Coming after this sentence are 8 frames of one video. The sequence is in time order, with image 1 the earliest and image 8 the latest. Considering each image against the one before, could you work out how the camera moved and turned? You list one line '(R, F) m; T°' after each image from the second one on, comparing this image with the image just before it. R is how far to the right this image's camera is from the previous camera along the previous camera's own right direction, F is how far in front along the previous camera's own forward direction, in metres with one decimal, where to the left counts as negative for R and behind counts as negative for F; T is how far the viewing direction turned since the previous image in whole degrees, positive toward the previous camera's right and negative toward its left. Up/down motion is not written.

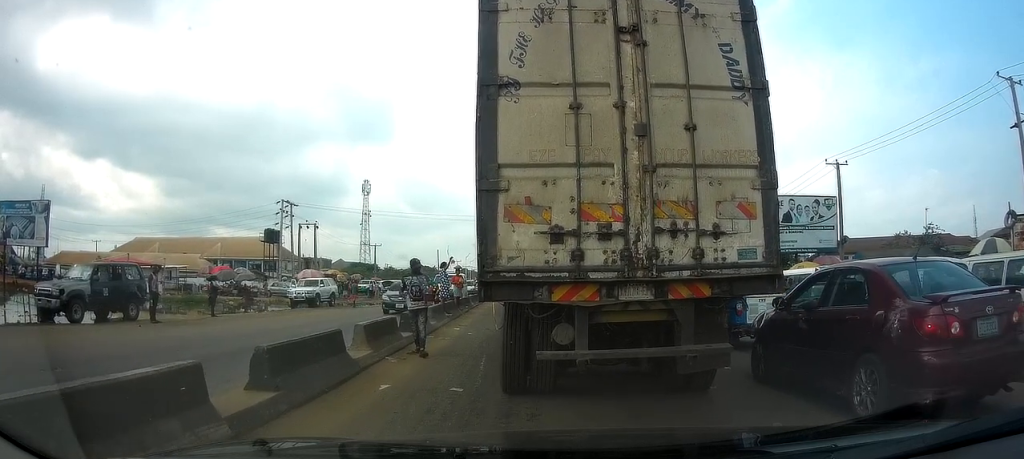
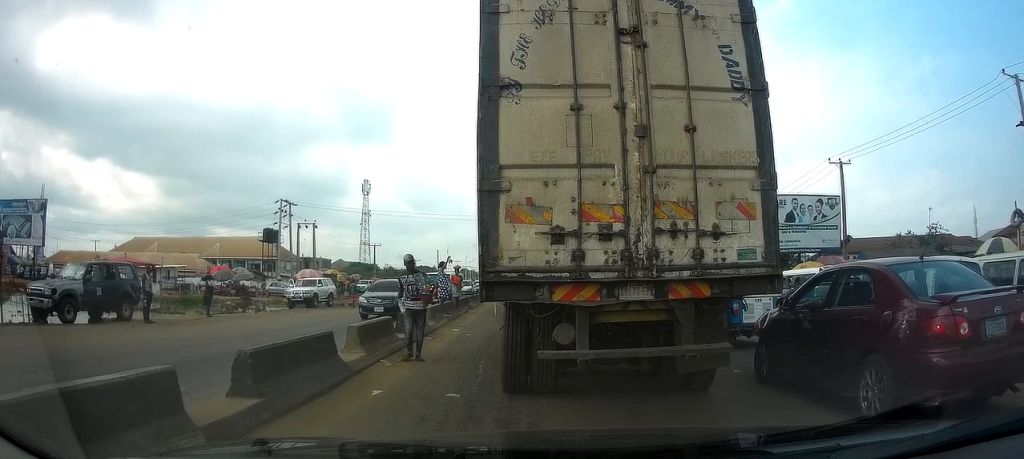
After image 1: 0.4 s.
(0.0, +0.4) m; 0°
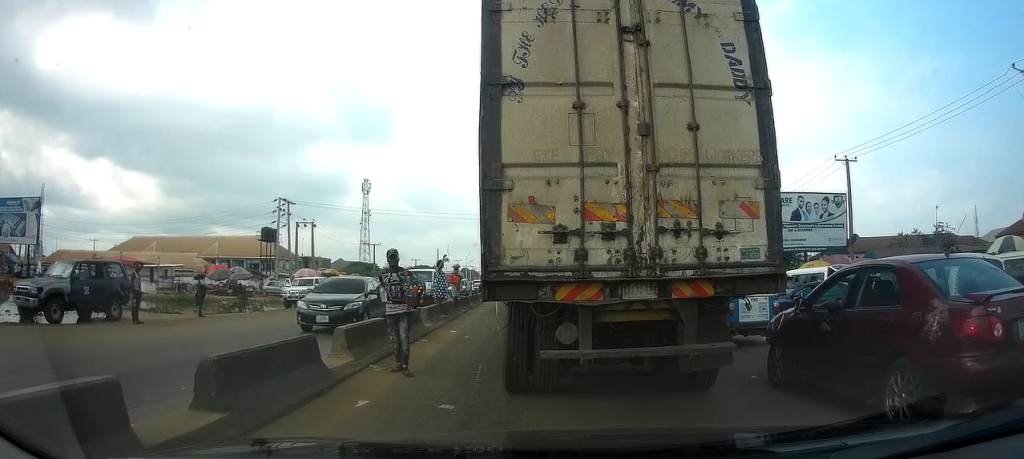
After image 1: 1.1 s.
(+0.1, +0.6) m; 0°
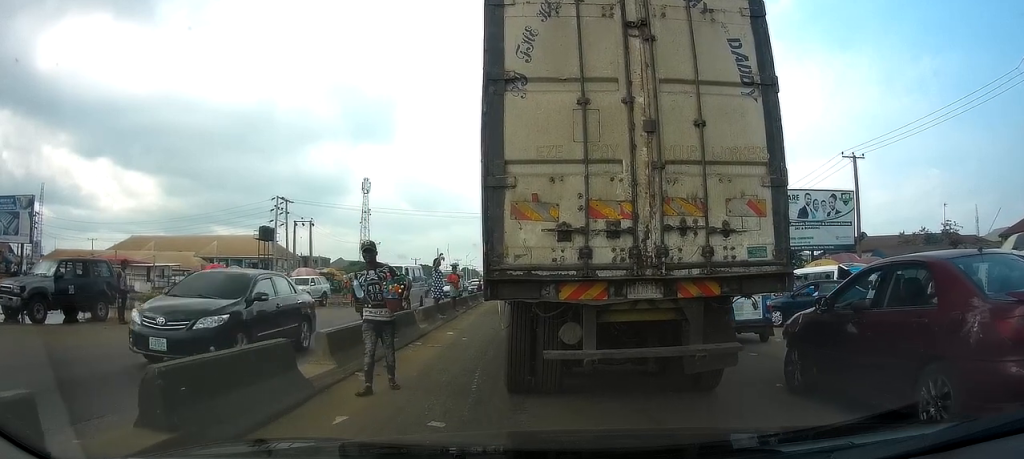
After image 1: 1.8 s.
(+0.1, +0.7) m; 0°
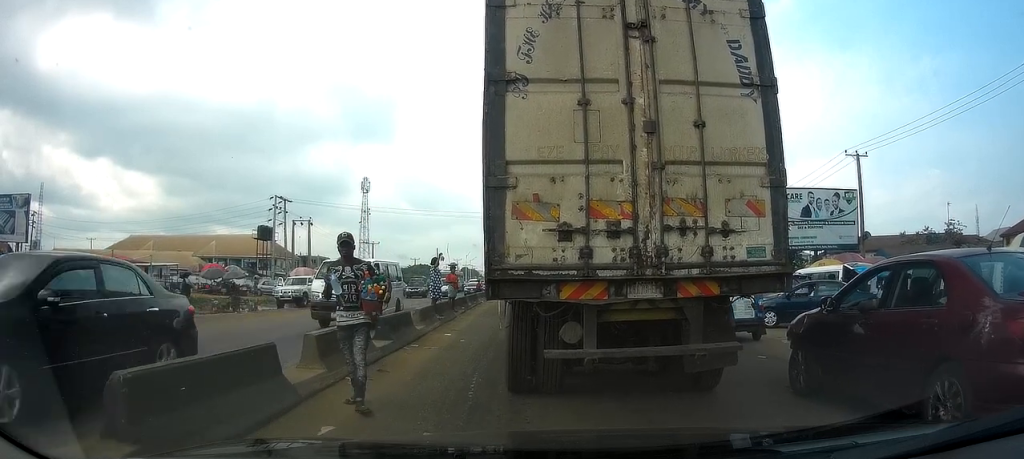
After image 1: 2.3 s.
(0.0, +0.4) m; 0°
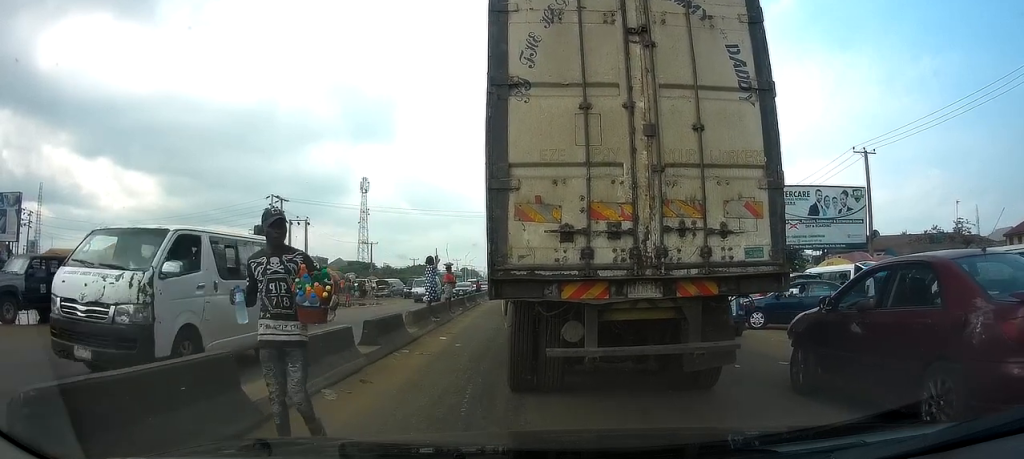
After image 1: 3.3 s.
(0.0, +0.8) m; 0°
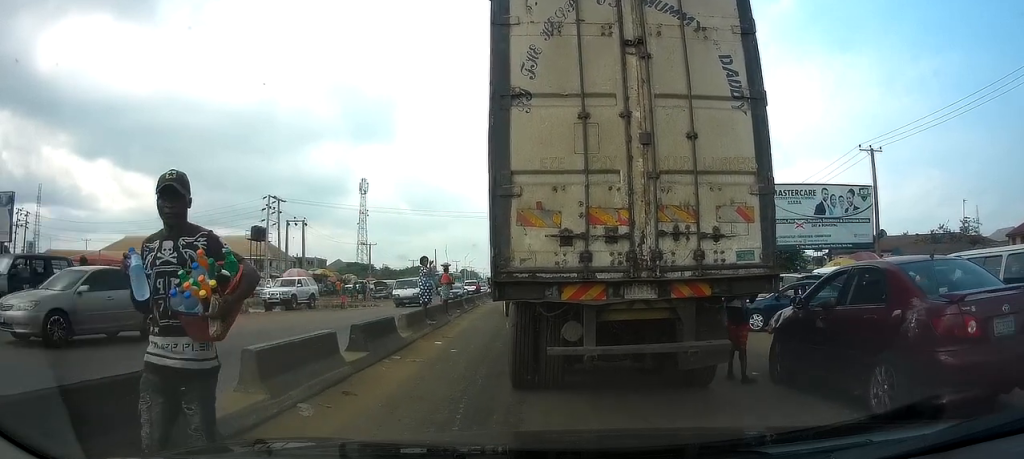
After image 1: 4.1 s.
(0.0, +0.7) m; 0°
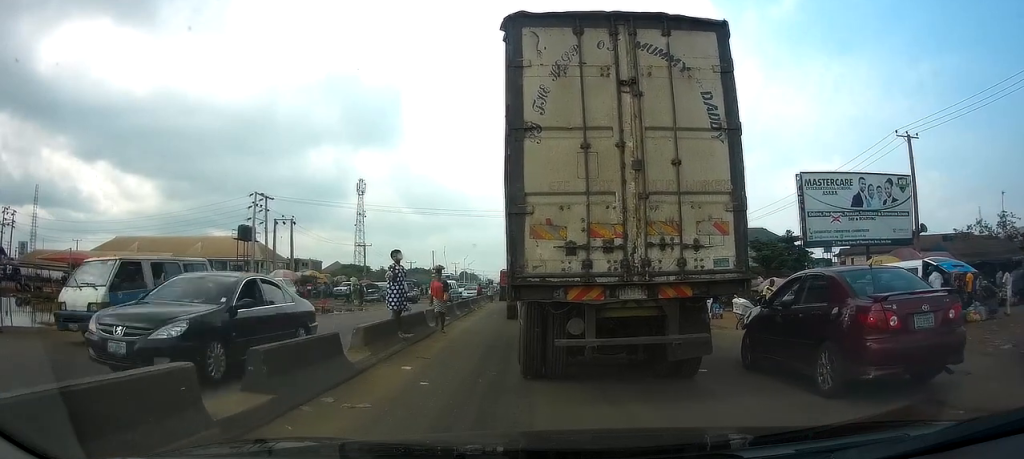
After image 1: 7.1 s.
(0.0, +3.6) m; +2°
